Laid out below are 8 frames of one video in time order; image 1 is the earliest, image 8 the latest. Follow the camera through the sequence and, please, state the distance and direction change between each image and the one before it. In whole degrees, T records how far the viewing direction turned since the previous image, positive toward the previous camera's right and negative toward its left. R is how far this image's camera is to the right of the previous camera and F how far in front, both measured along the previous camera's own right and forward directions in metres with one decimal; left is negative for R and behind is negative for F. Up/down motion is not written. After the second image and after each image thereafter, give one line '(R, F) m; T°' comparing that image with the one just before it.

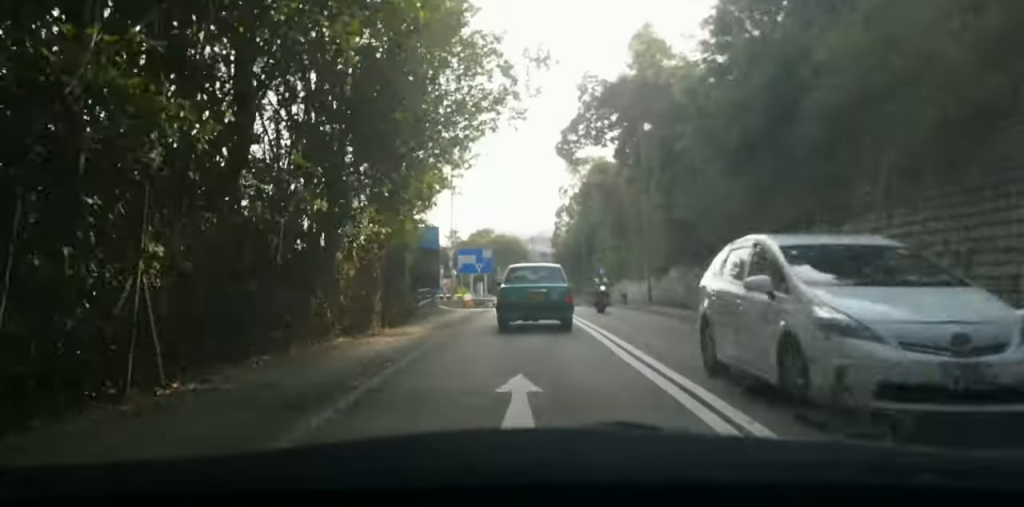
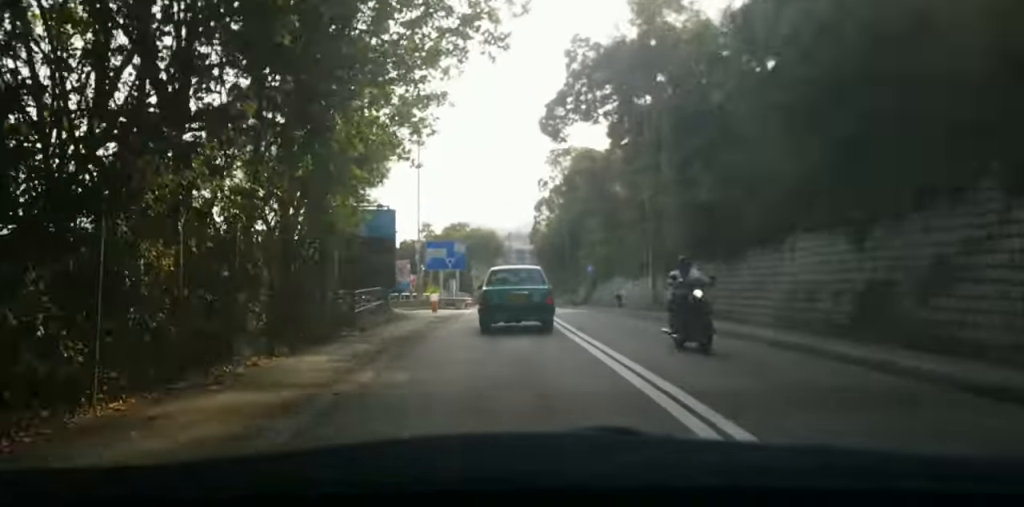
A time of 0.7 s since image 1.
(0.0, +7.4) m; 0°
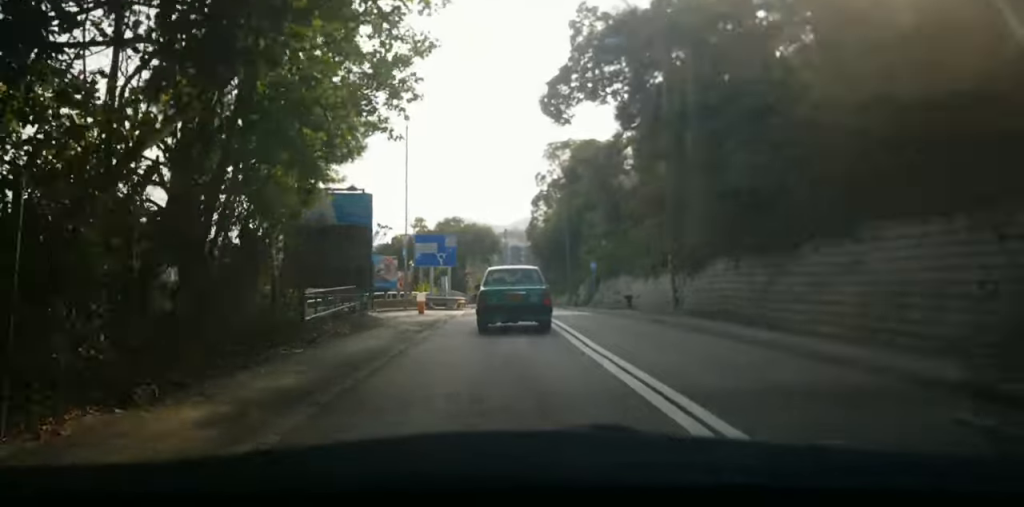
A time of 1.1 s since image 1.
(0.0, +4.7) m; 0°
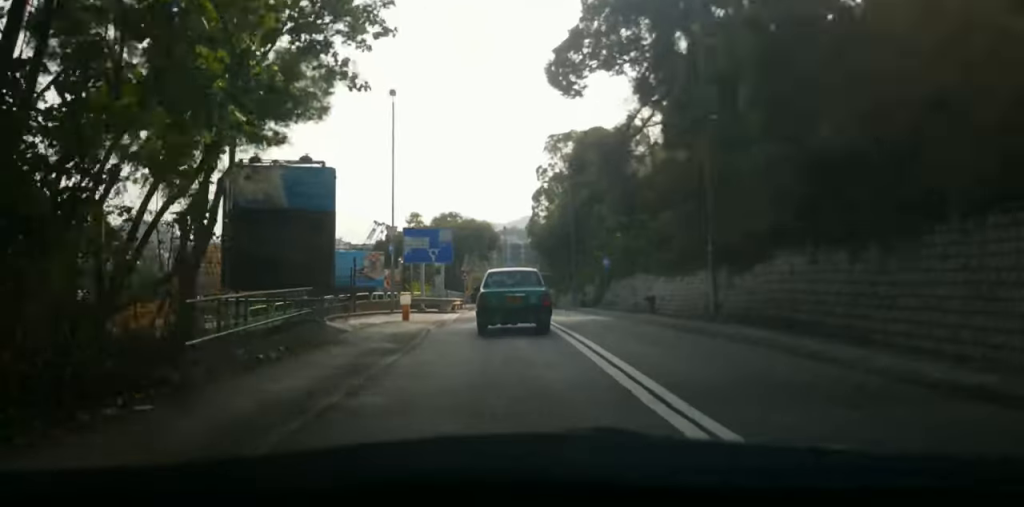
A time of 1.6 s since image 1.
(0.0, +5.6) m; 0°
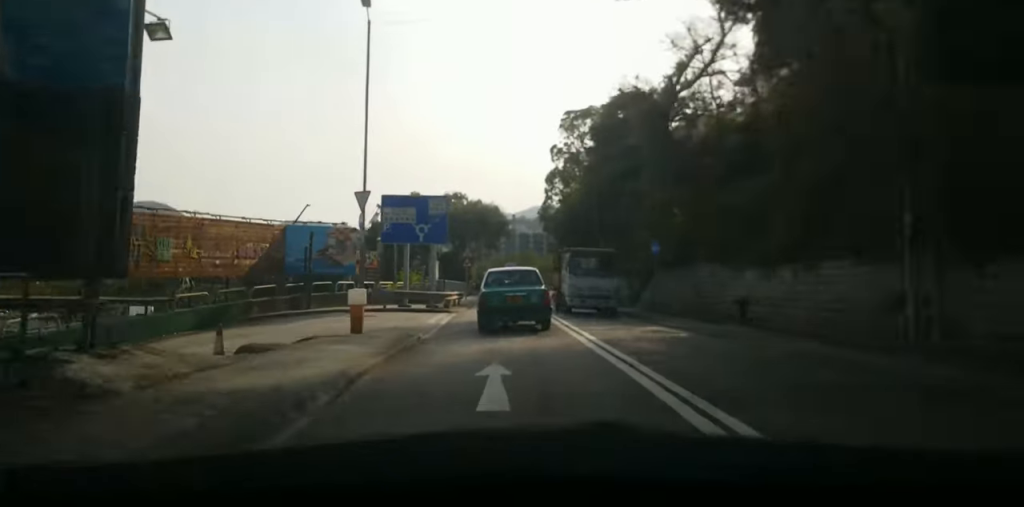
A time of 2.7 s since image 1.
(0.0, +11.3) m; 0°
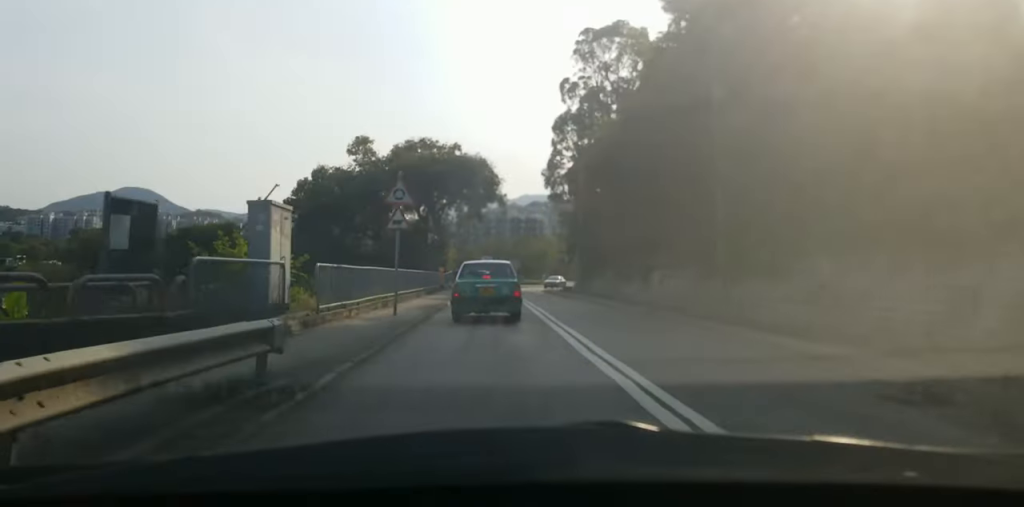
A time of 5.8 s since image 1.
(-0.3, +31.0) m; -4°
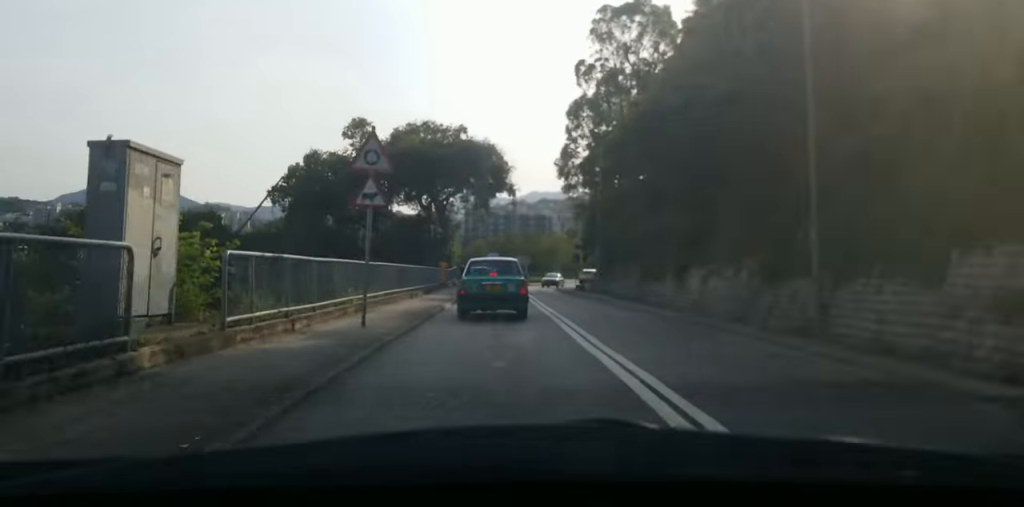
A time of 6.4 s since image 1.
(-0.5, +5.5) m; -1°
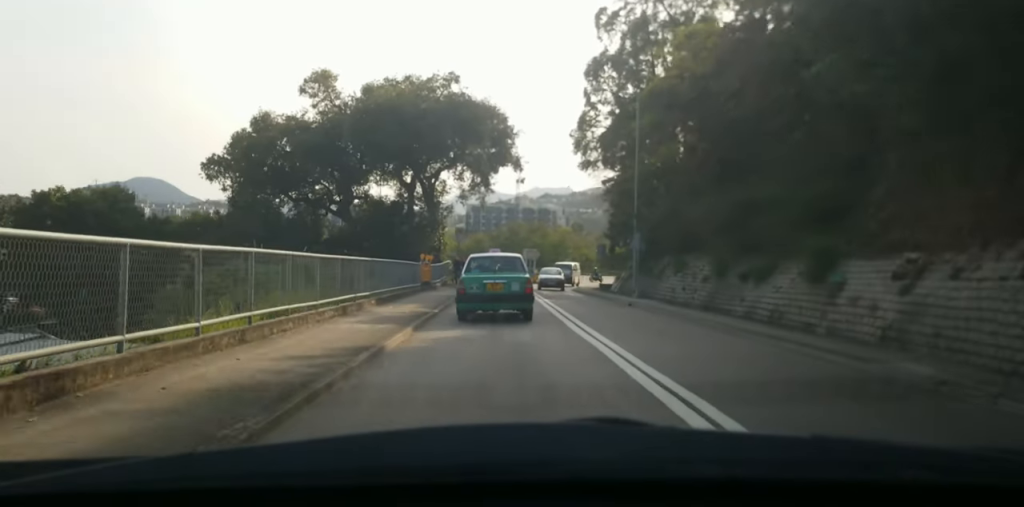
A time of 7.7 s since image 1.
(+0.7, +12.7) m; +4°
